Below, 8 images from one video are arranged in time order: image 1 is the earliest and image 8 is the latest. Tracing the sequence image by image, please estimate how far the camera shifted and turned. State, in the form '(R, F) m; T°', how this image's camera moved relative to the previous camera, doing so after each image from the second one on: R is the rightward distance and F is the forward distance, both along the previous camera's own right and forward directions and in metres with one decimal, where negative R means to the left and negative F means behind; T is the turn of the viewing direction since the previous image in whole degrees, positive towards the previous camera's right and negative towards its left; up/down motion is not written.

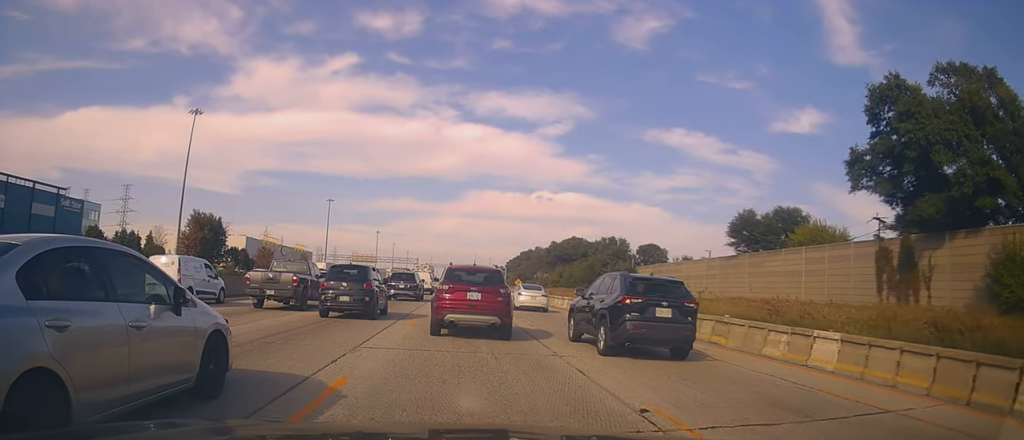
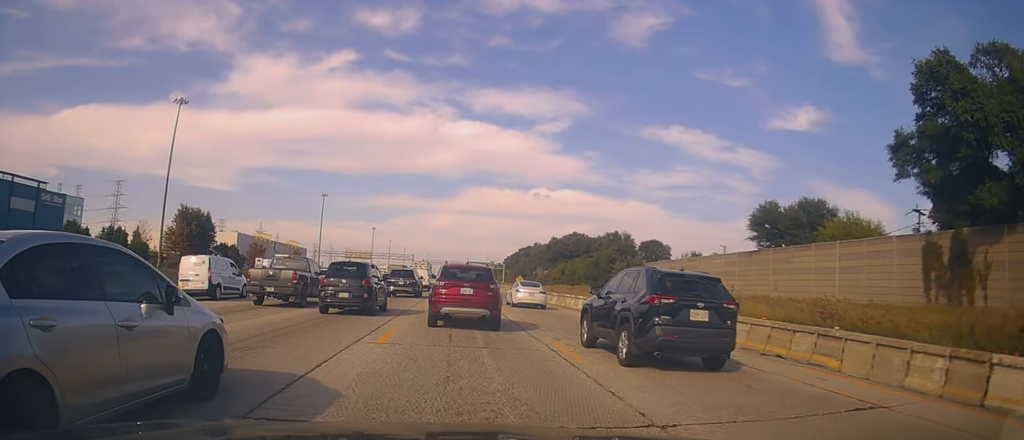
(-0.1, +5.5) m; +2°
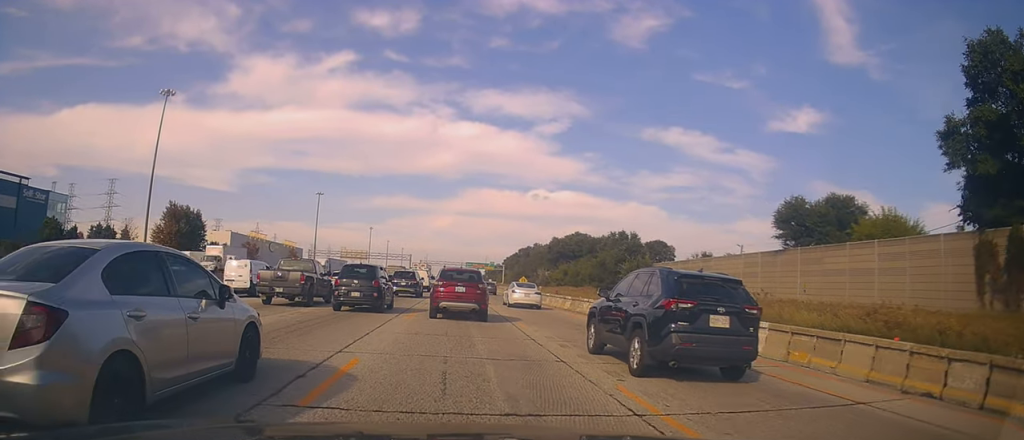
(+0.3, +6.3) m; +4°
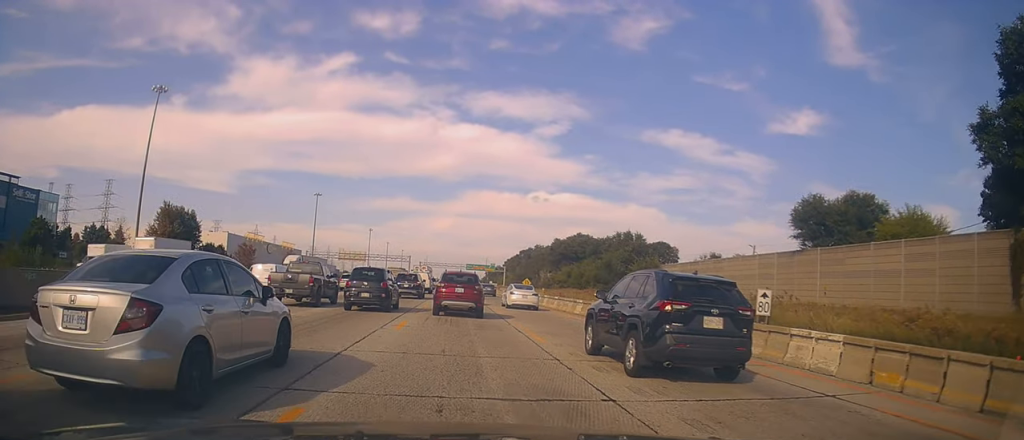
(0.0, +3.6) m; +1°
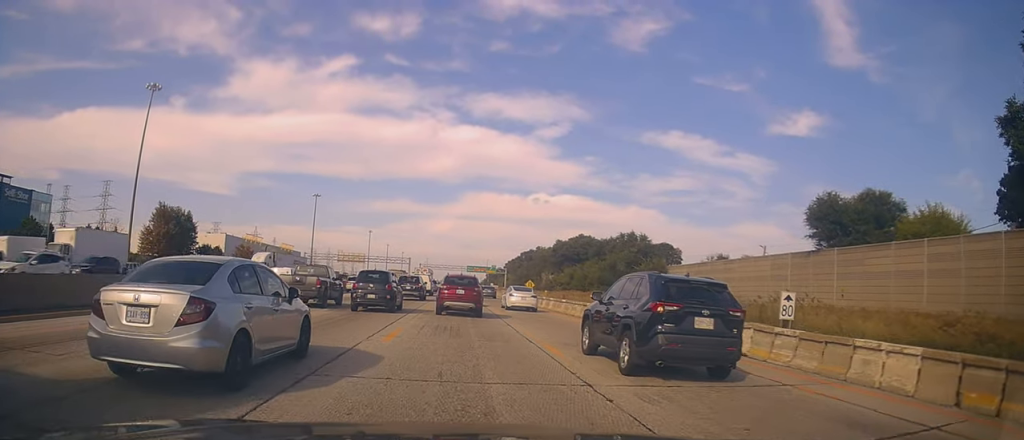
(0.0, +2.6) m; 0°
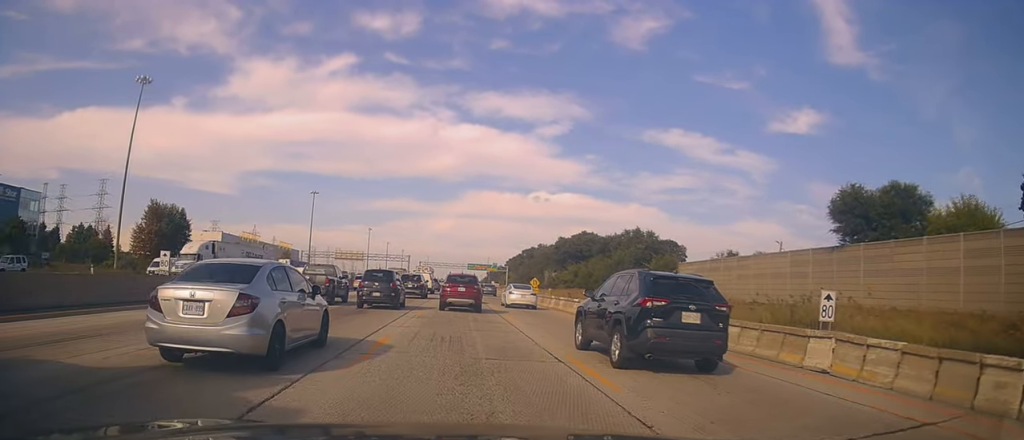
(0.0, +3.2) m; 0°
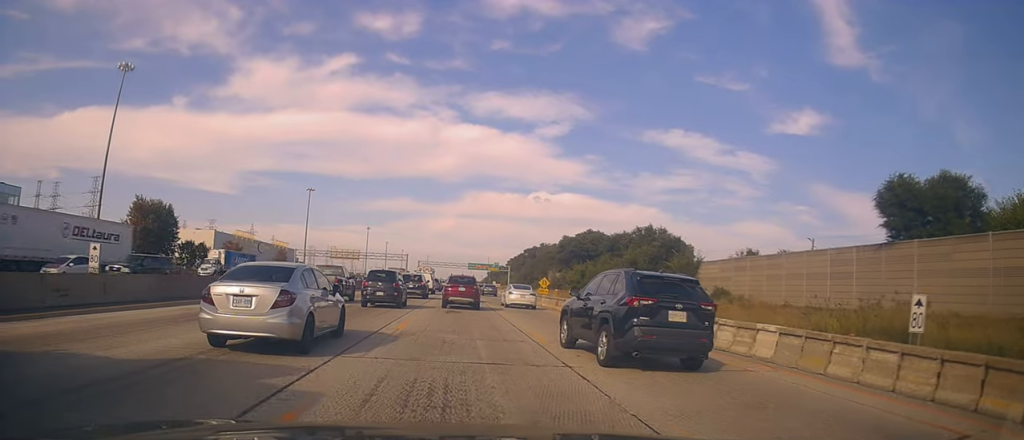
(0.0, +5.5) m; -4°
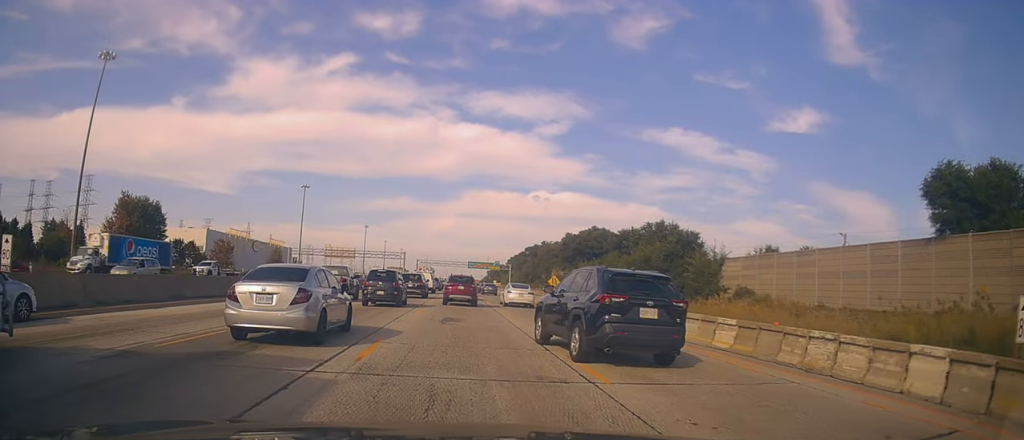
(-0.3, +5.3) m; +1°
